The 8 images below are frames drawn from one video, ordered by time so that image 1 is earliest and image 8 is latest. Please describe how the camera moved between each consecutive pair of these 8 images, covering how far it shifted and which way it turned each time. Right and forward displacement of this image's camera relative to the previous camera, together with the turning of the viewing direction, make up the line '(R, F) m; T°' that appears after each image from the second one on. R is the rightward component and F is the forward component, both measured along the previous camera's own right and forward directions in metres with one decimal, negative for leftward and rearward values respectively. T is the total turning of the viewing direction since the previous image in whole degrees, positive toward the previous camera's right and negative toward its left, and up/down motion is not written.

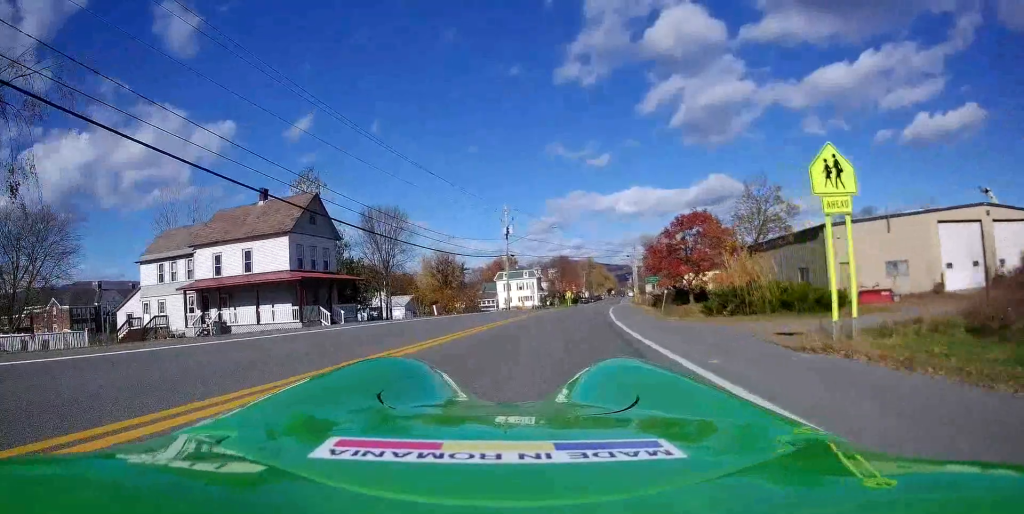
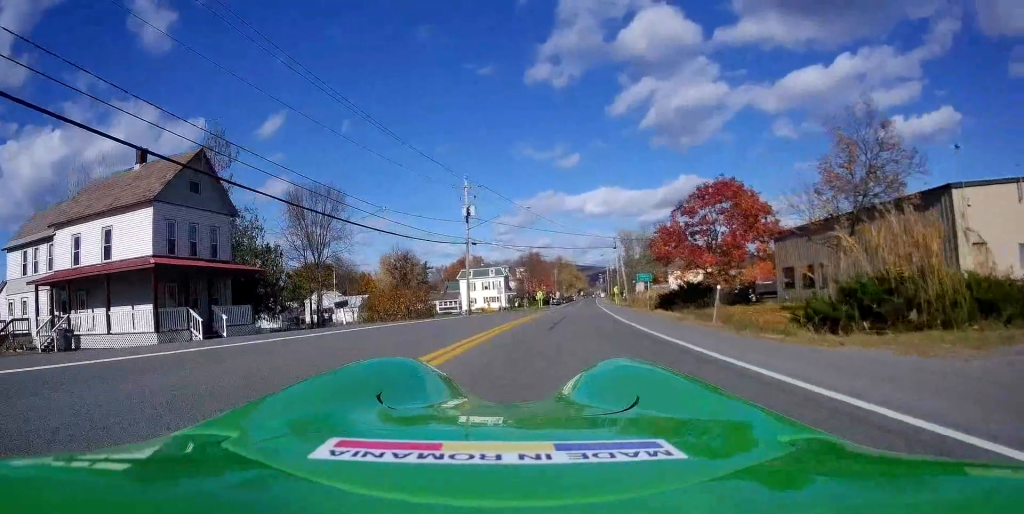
(+0.5, +12.9) m; +2°
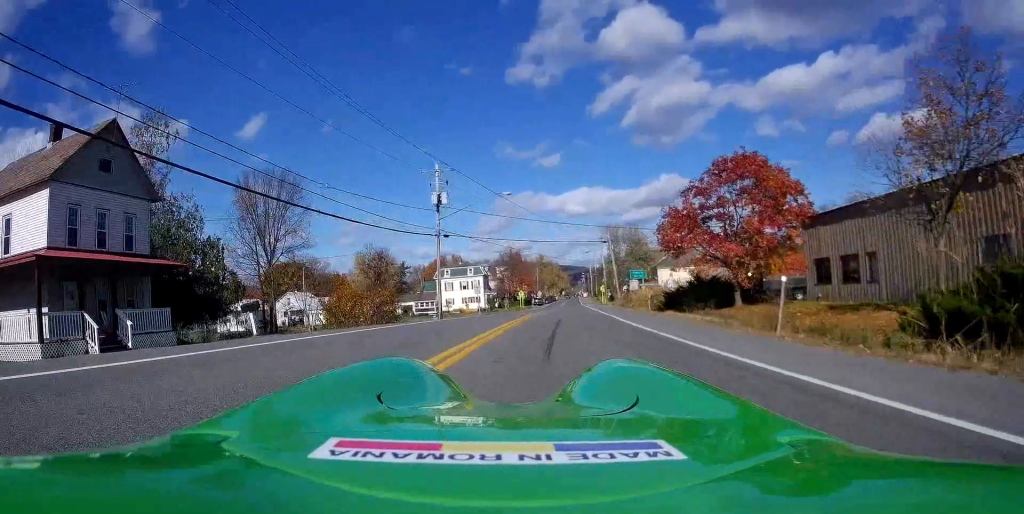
(0.0, +6.4) m; +1°
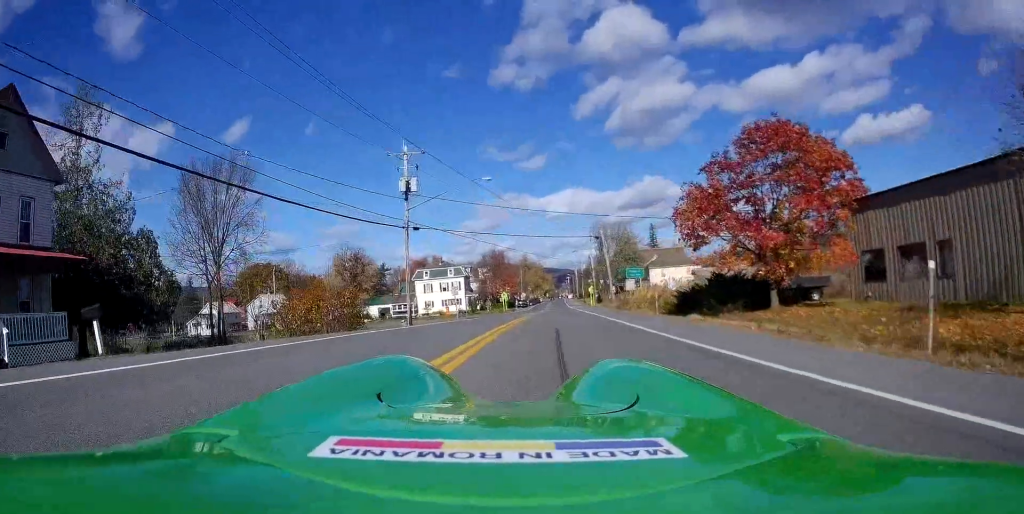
(-0.1, +6.0) m; +3°
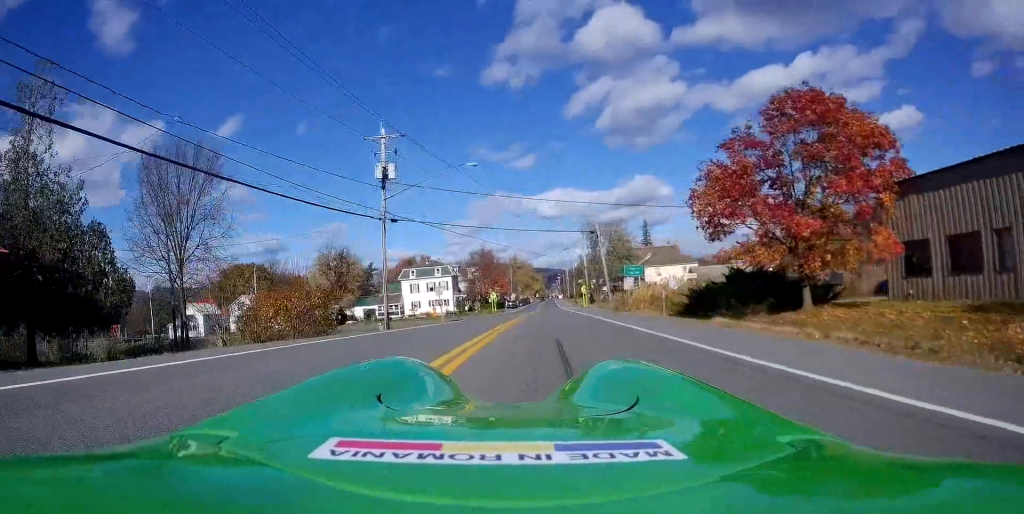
(+0.2, +3.8) m; +1°
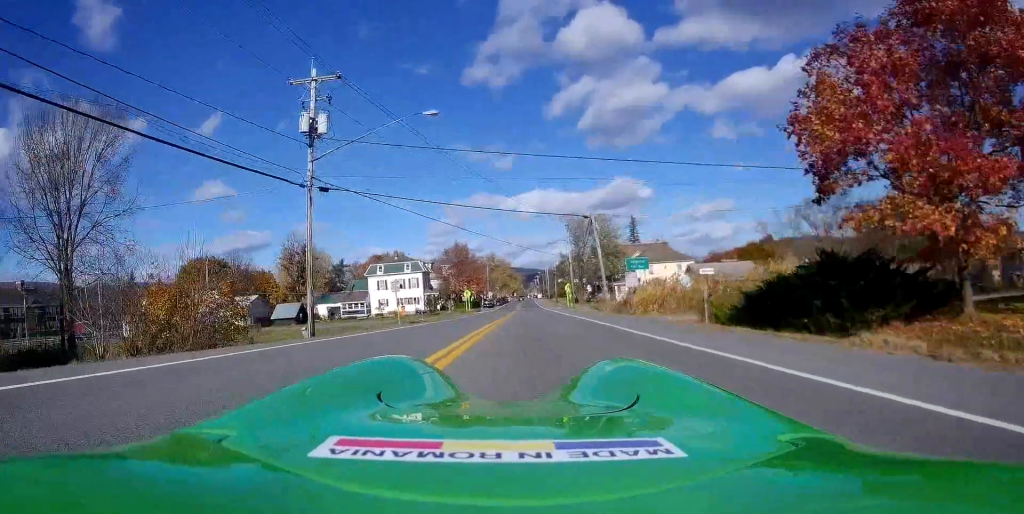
(+0.4, +9.1) m; +2°
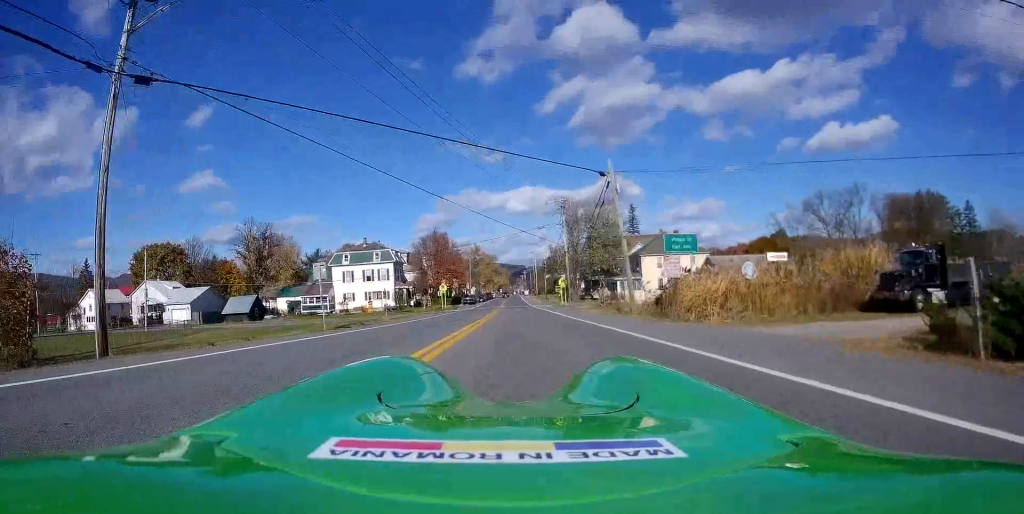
(0.0, +12.6) m; 0°
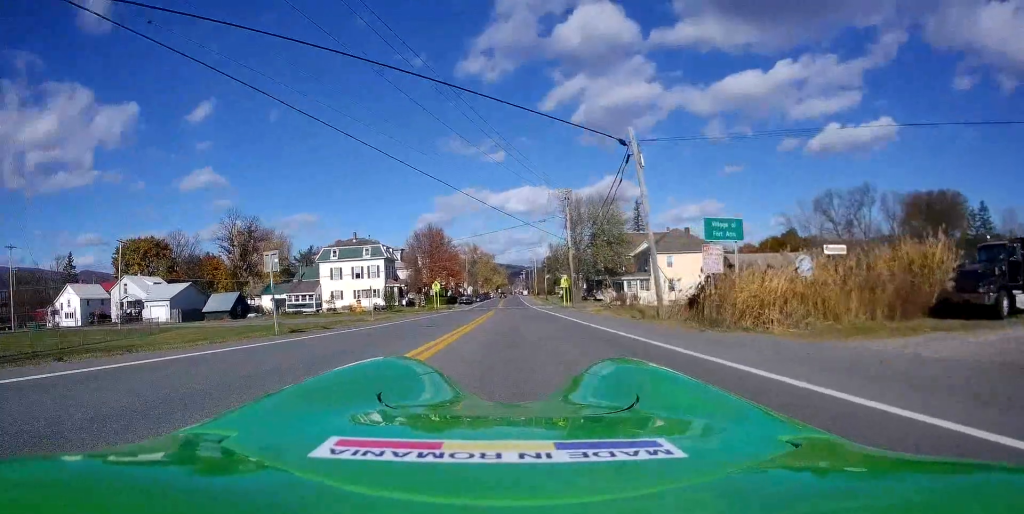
(0.0, +5.6) m; 0°
